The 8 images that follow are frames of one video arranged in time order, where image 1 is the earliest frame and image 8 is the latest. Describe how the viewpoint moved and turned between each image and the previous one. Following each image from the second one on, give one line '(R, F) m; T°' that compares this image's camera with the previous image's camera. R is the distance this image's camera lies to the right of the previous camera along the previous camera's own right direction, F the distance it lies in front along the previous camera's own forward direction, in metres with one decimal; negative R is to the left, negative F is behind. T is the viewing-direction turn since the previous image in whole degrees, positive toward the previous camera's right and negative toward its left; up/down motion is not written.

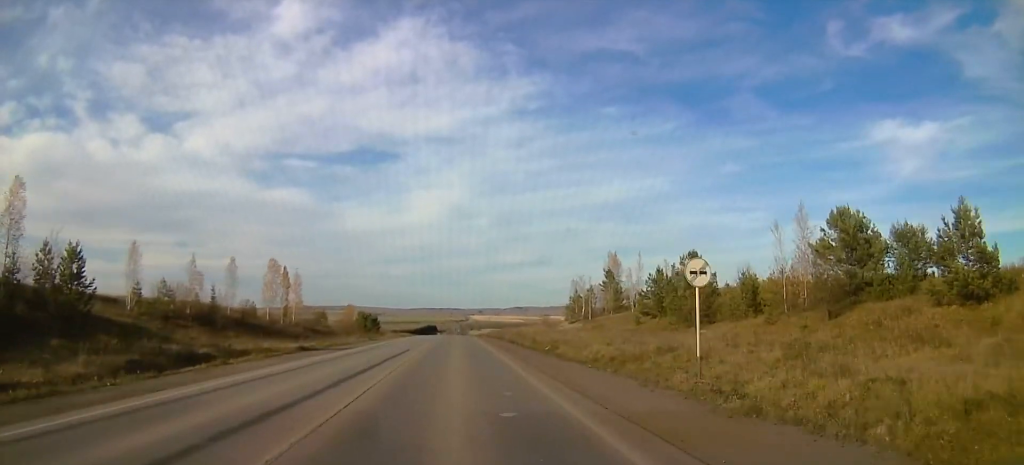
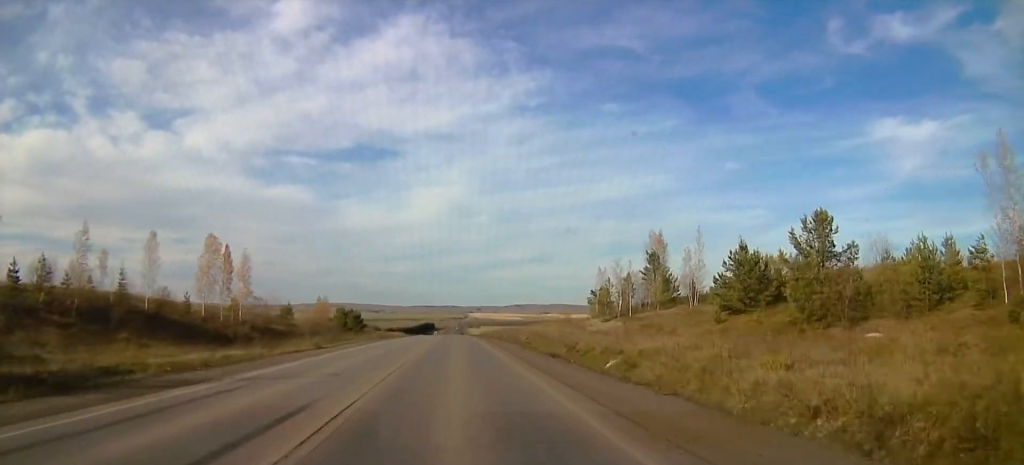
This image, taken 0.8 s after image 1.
(+0.1, +25.1) m; 0°
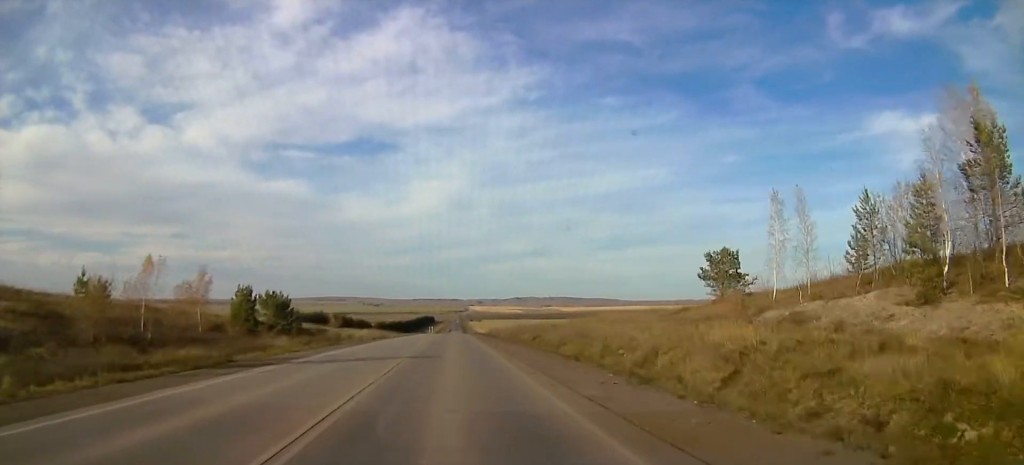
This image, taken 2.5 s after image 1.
(0.0, +49.3) m; 0°
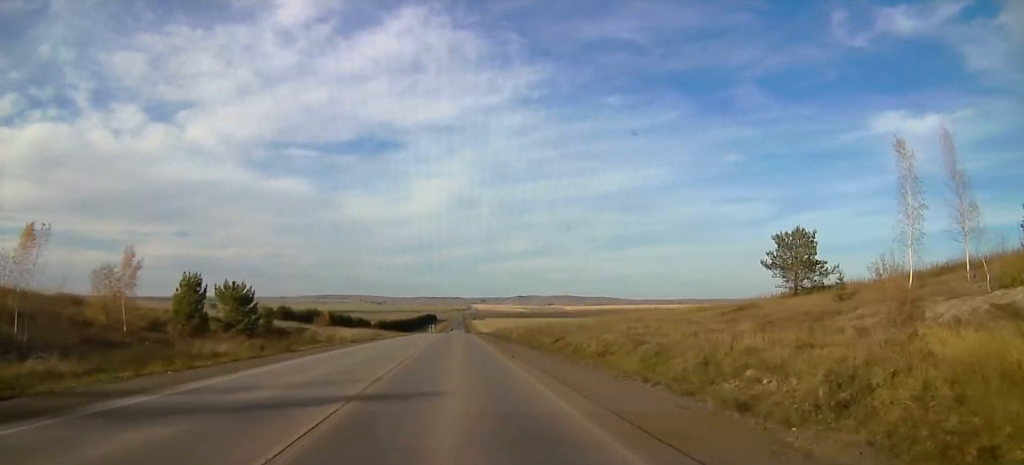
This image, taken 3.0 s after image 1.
(0.0, +11.4) m; 0°
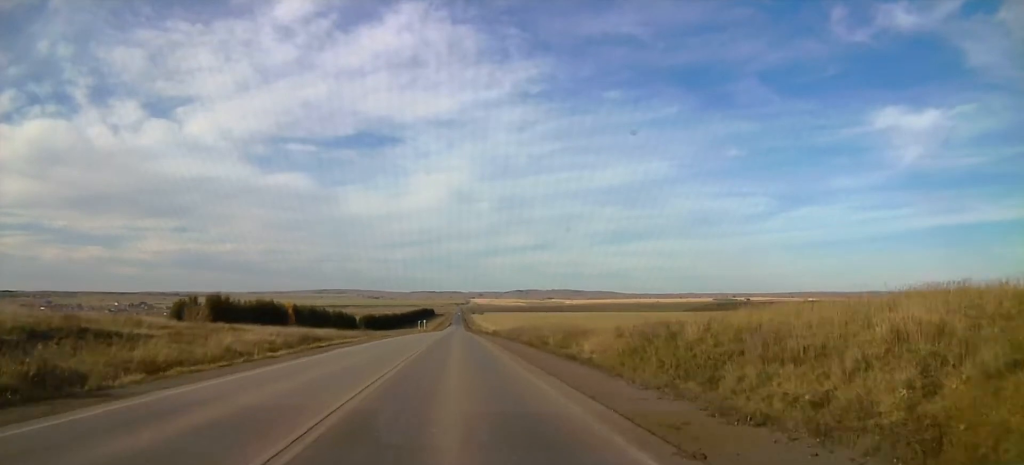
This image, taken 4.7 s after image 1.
(0.0, +44.0) m; 0°
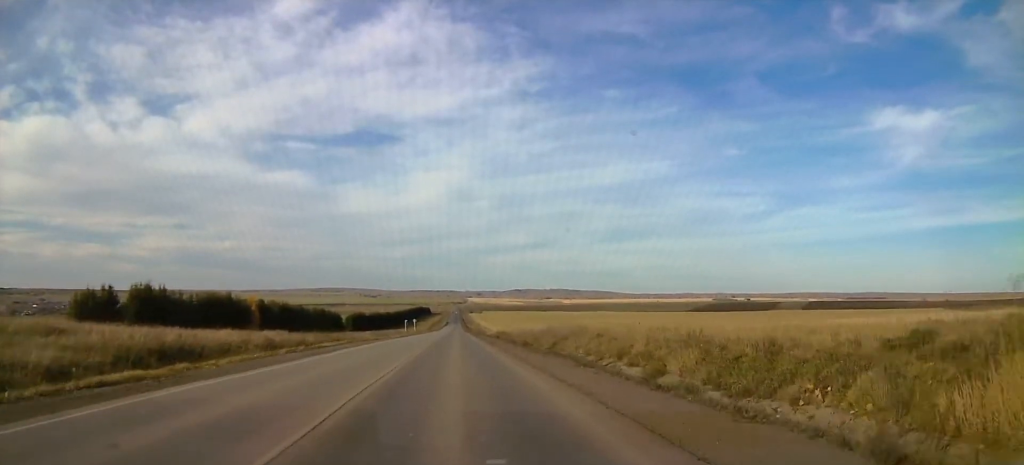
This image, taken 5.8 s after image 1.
(0.0, +28.5) m; 0°
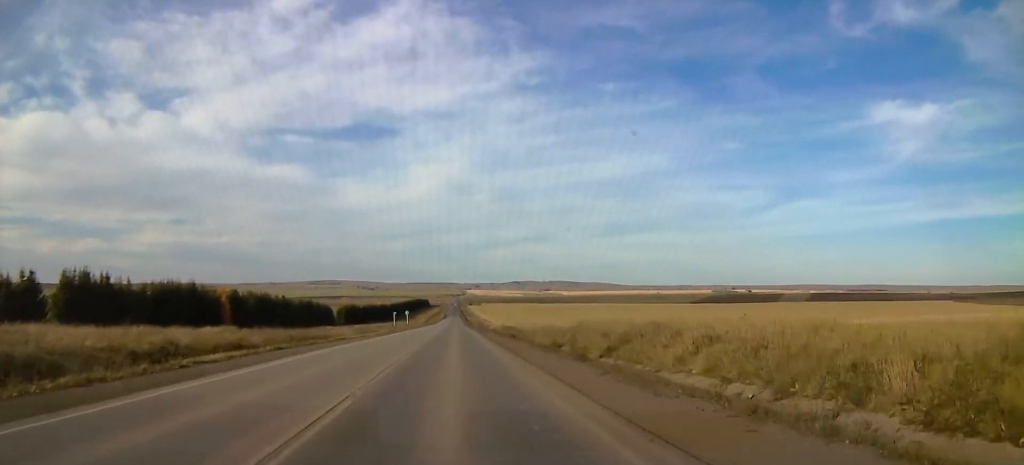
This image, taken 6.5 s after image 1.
(0.0, +18.1) m; 0°
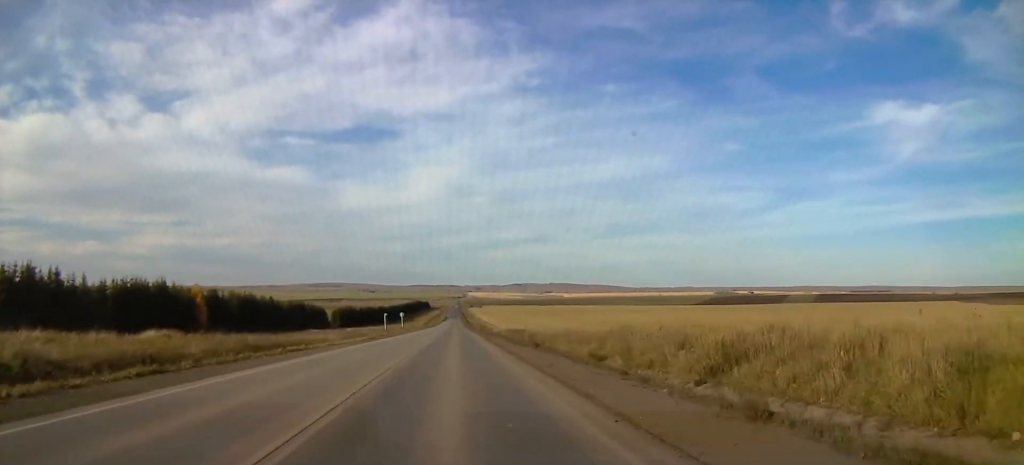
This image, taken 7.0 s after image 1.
(-0.1, +12.7) m; +1°
